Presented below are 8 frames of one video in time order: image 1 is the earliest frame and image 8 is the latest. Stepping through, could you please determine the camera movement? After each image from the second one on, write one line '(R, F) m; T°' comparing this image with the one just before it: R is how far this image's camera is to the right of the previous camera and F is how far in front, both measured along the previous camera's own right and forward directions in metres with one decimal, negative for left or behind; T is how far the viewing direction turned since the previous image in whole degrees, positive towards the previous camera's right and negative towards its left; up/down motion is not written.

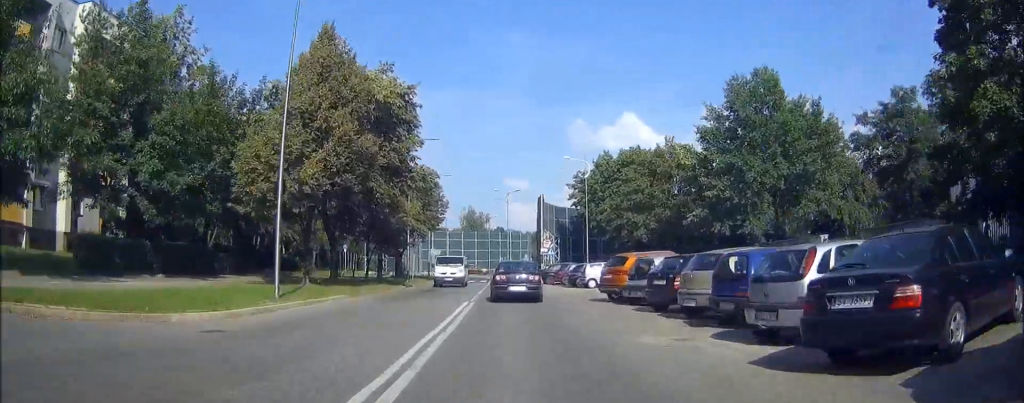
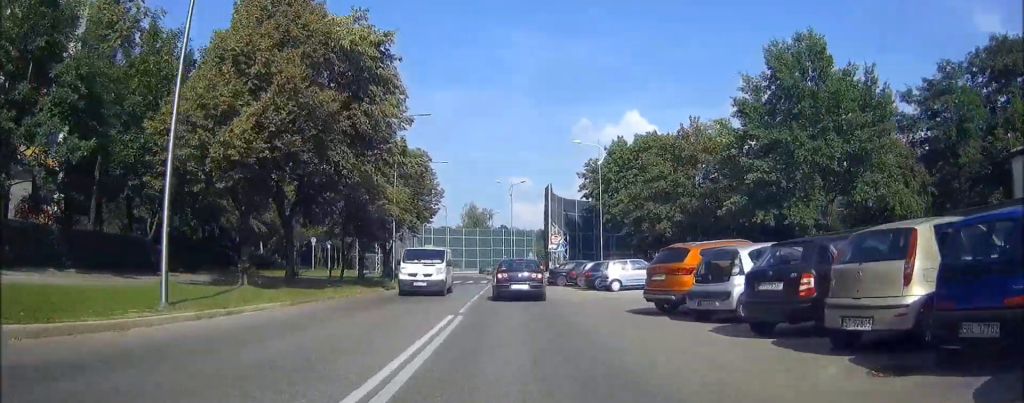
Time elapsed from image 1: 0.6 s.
(0.0, +7.0) m; 0°
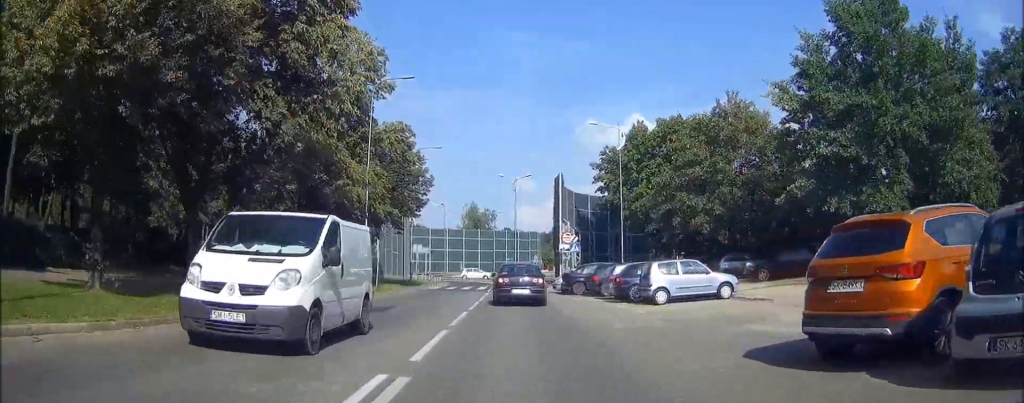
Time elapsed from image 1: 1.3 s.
(0.0, +8.7) m; 0°
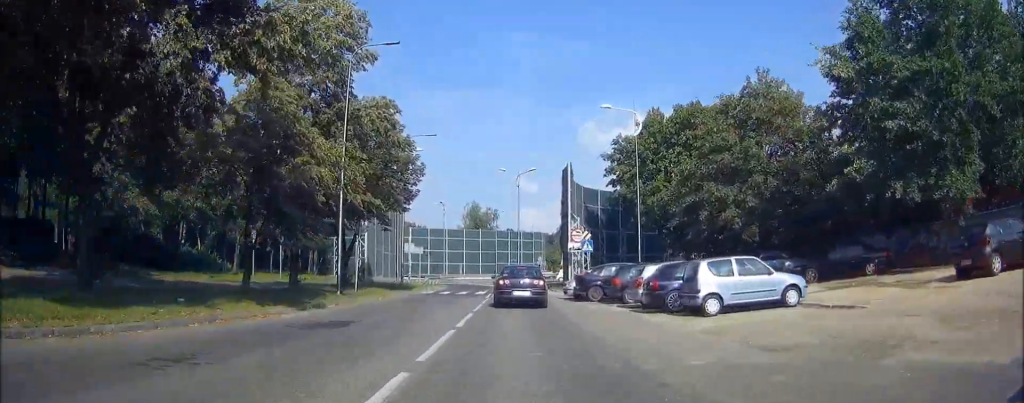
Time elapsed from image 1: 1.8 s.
(+0.1, +5.4) m; 0°
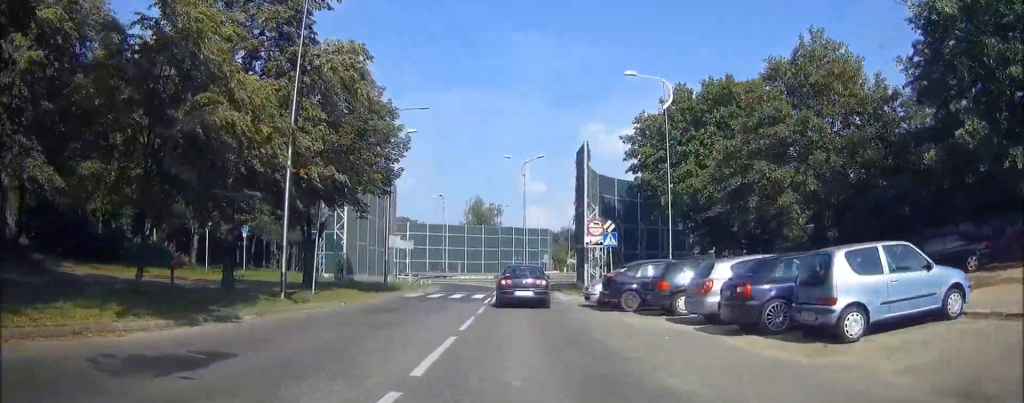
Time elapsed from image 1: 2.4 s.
(-0.1, +7.0) m; 0°
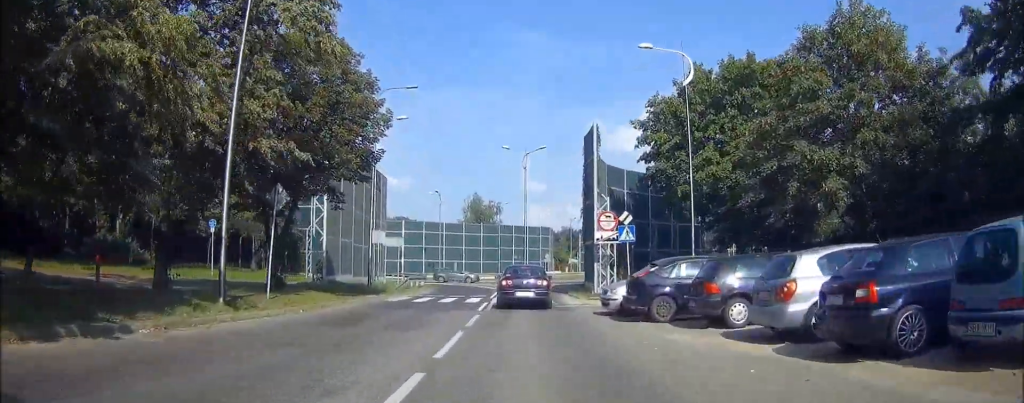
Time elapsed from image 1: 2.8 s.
(0.0, +4.4) m; 0°
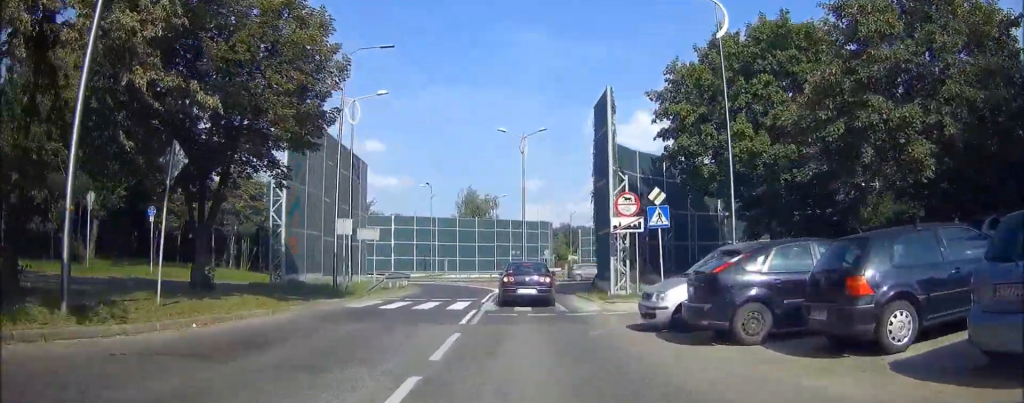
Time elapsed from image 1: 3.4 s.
(0.0, +5.8) m; 0°
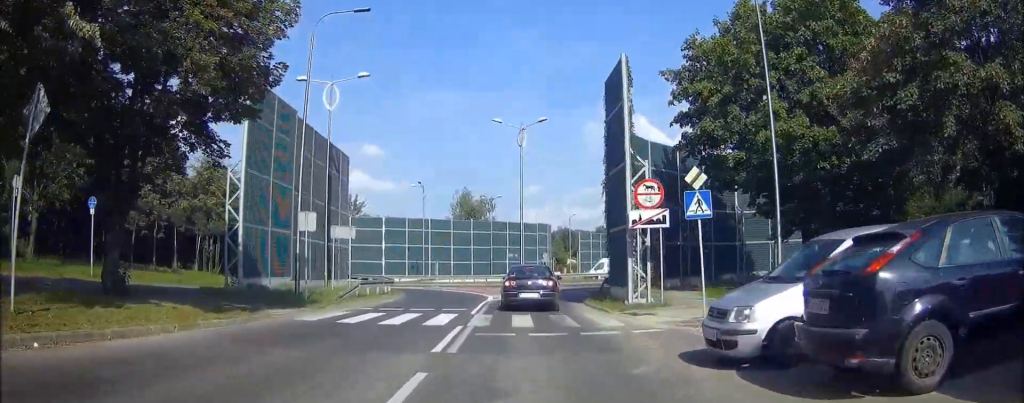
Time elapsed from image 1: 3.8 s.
(0.0, +4.4) m; 0°
